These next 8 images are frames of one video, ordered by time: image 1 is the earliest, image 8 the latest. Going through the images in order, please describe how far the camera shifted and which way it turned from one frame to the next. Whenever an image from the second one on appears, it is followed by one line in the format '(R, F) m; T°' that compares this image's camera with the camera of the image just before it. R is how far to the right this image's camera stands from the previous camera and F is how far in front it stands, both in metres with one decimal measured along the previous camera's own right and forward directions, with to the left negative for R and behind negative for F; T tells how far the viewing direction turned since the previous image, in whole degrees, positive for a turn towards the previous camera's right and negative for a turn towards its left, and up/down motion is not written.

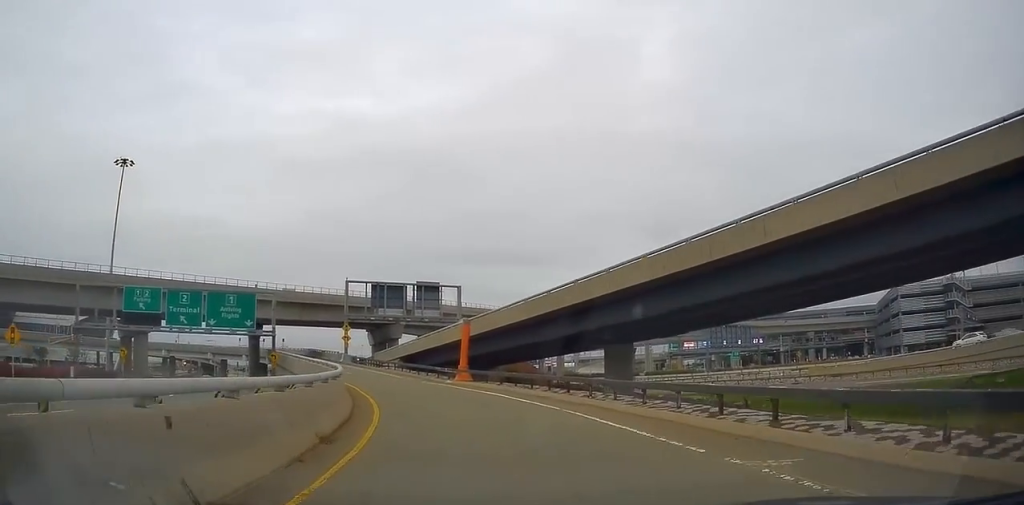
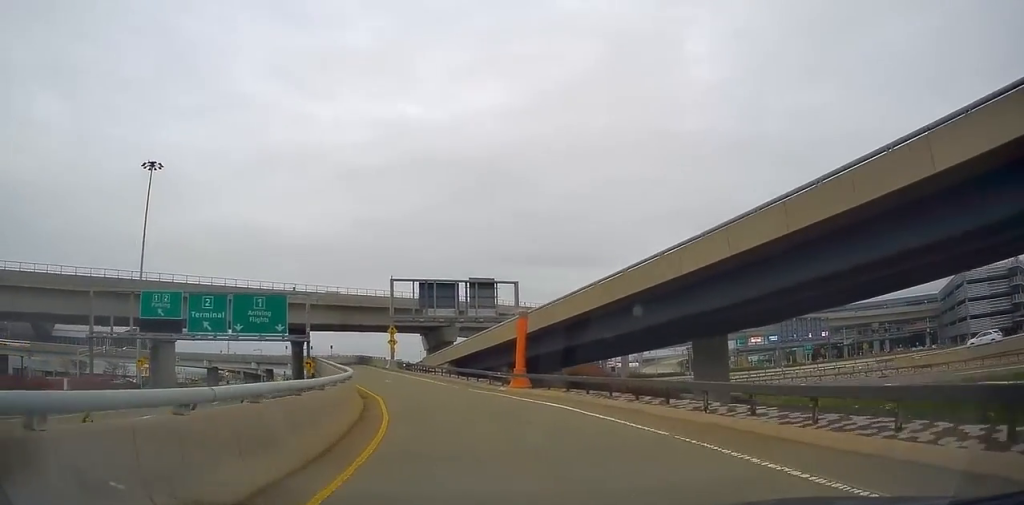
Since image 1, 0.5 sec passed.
(-0.1, +5.7) m; -5°
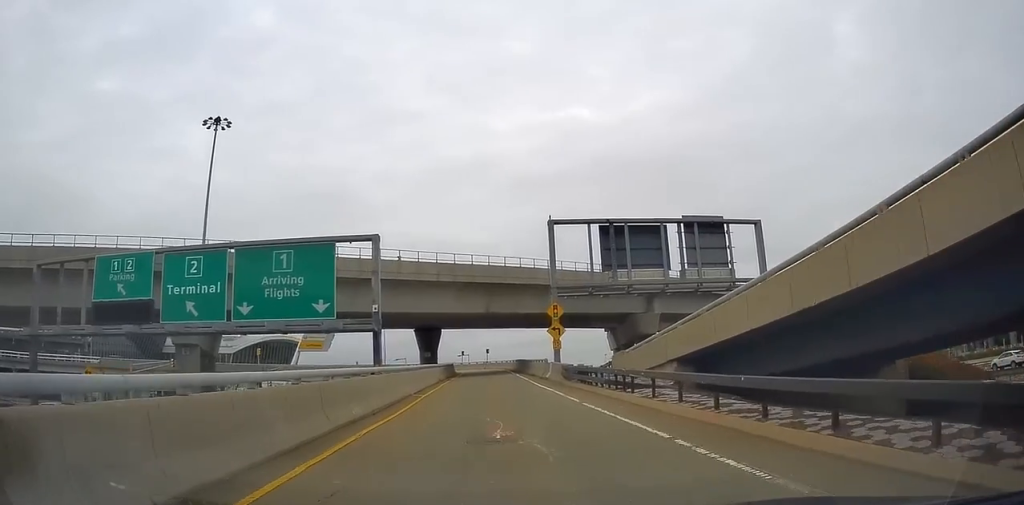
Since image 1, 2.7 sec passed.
(-5.4, +23.5) m; -24°
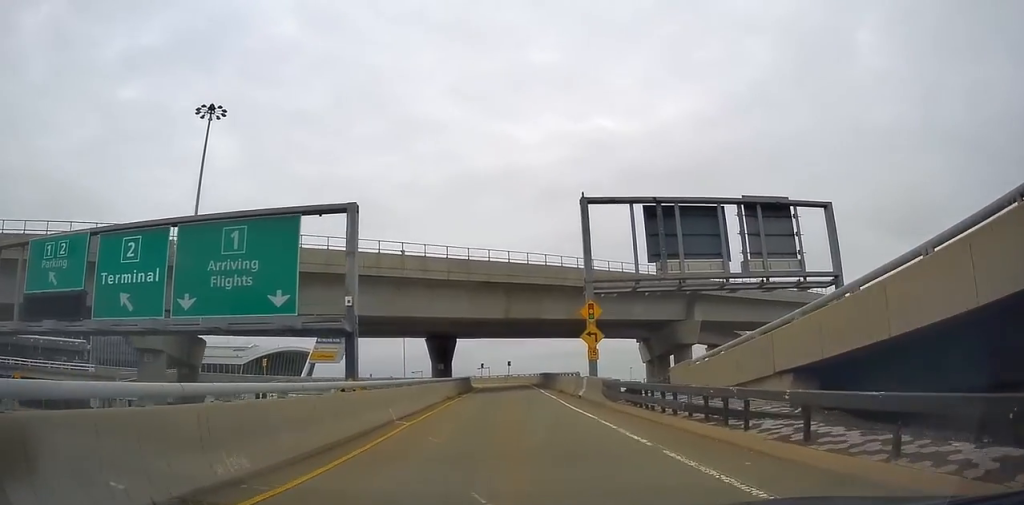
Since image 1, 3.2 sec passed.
(+0.1, +6.4) m; -5°
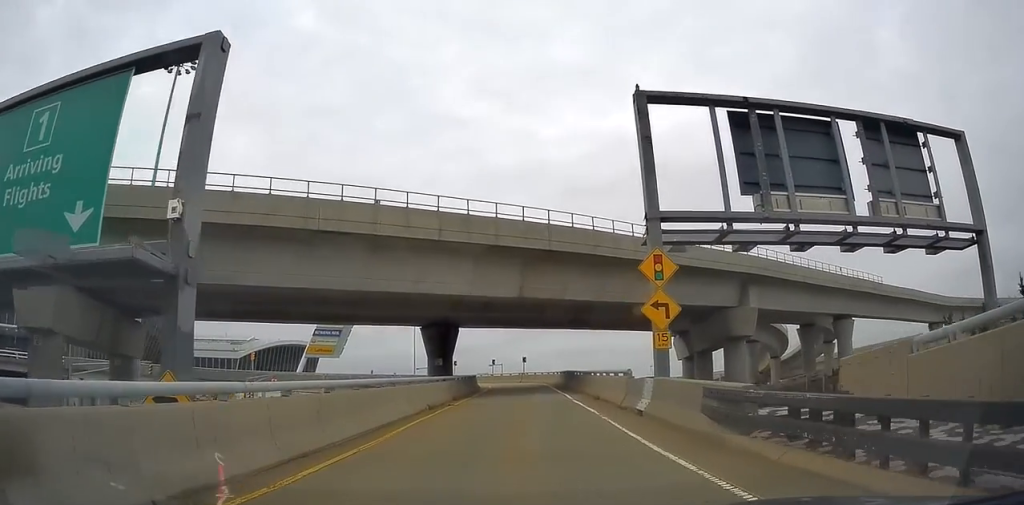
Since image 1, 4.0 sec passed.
(-0.9, +9.9) m; -7°
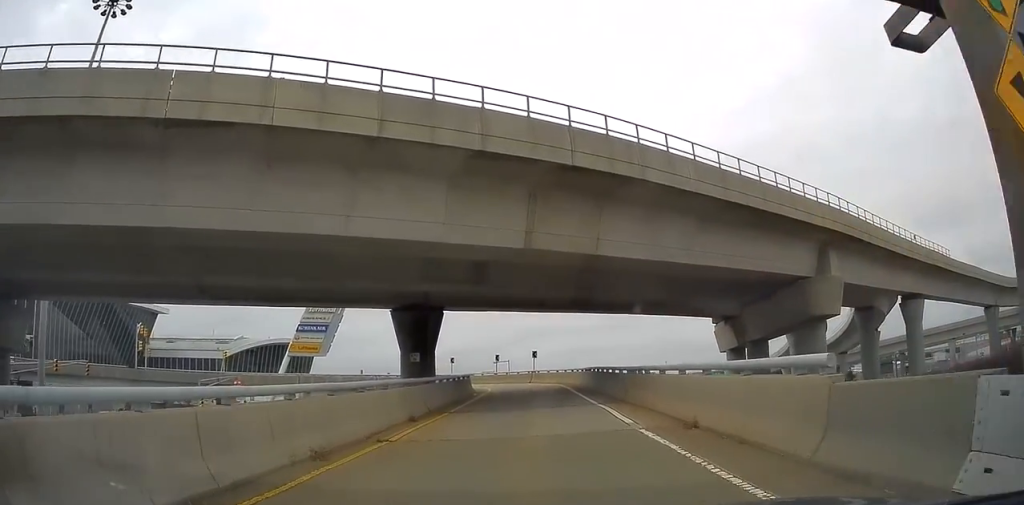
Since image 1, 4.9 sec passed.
(-0.7, +11.8) m; -6°
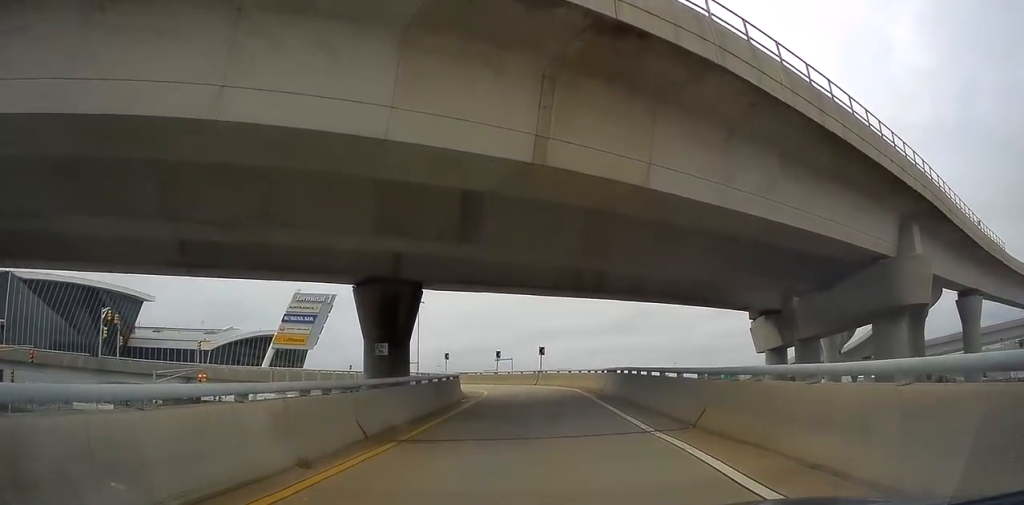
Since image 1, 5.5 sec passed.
(-0.3, +7.9) m; -3°
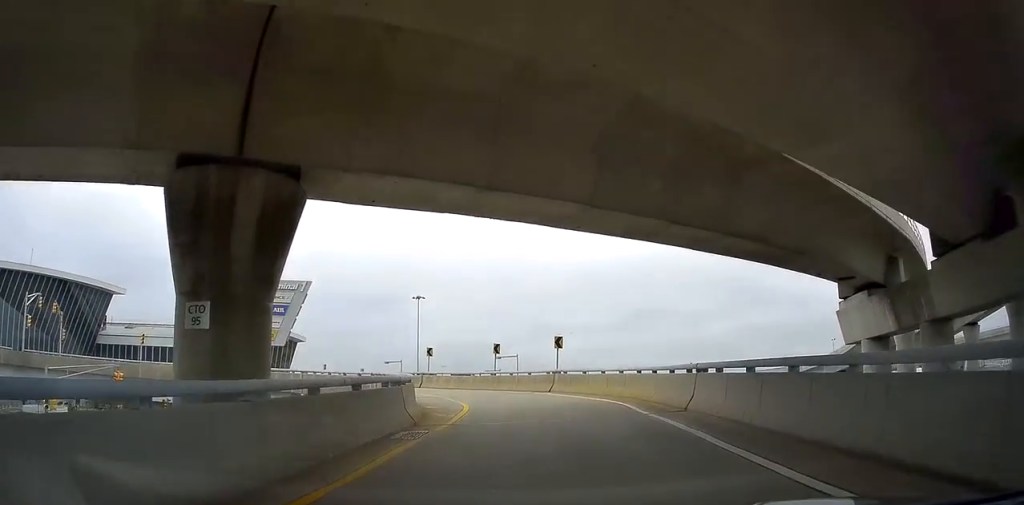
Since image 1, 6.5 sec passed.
(-0.5, +13.7) m; -2°
